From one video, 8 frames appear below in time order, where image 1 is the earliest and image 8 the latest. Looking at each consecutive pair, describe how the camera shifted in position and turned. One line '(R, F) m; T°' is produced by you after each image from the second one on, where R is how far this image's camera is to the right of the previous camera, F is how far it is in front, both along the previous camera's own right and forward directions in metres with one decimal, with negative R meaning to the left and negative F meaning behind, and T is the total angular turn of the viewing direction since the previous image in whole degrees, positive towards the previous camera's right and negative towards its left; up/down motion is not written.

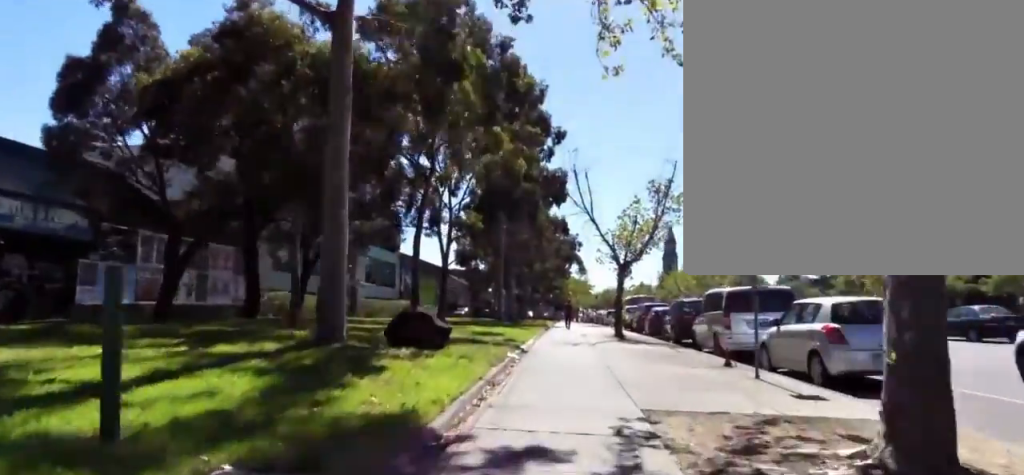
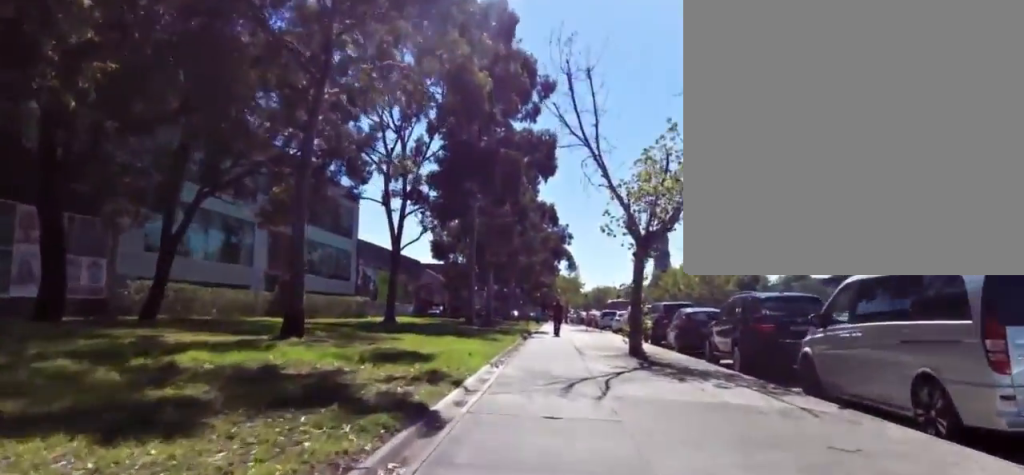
(+0.1, +9.4) m; +6°
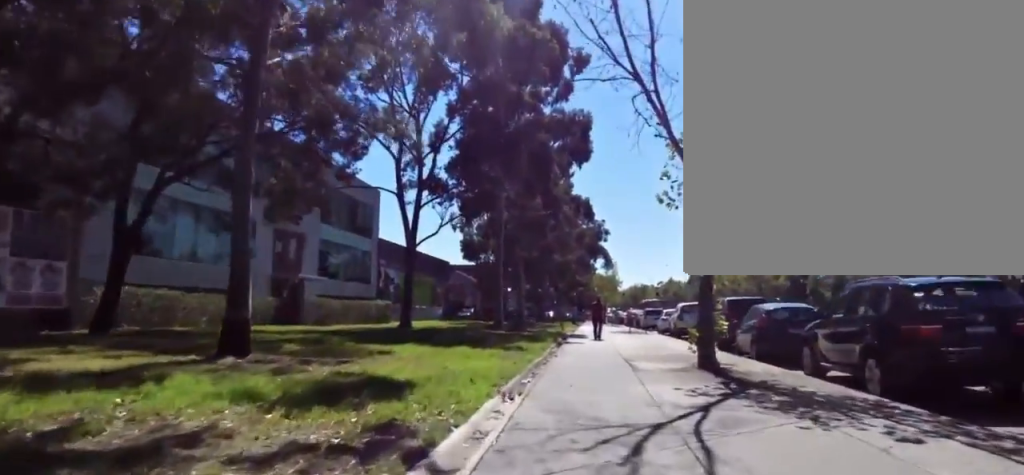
(+0.1, +4.0) m; +3°
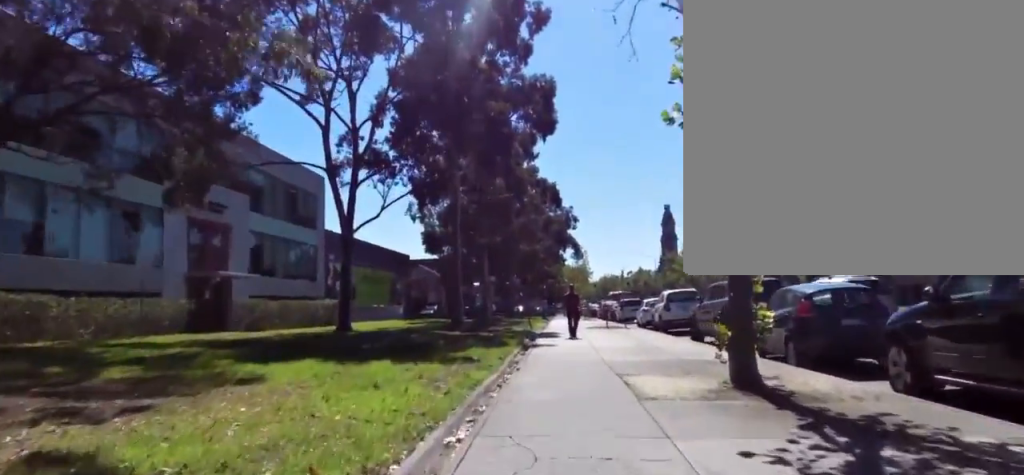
(+0.5, +4.3) m; 0°
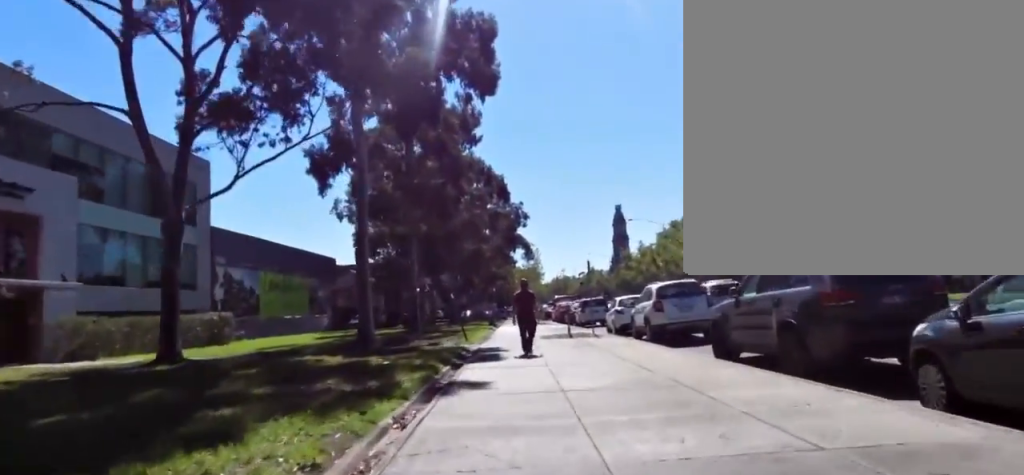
(-0.4, +7.4) m; +2°
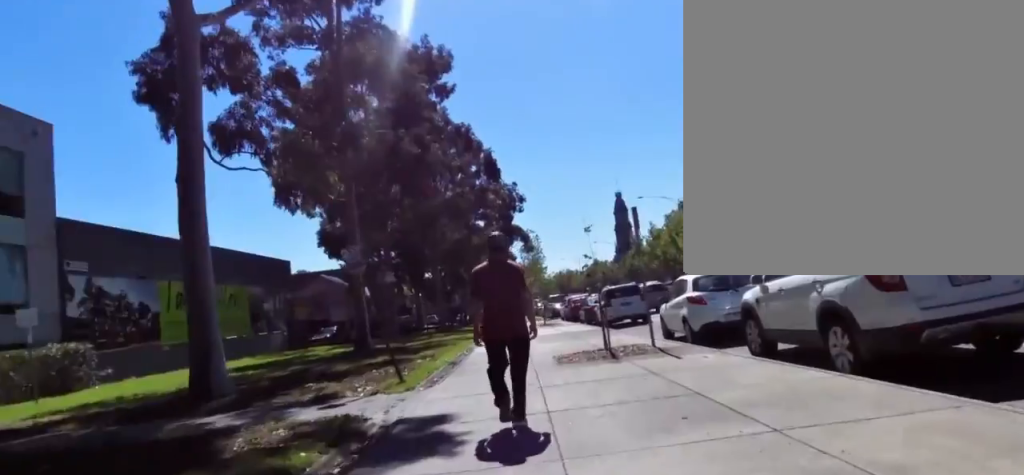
(+1.4, +10.2) m; +7°
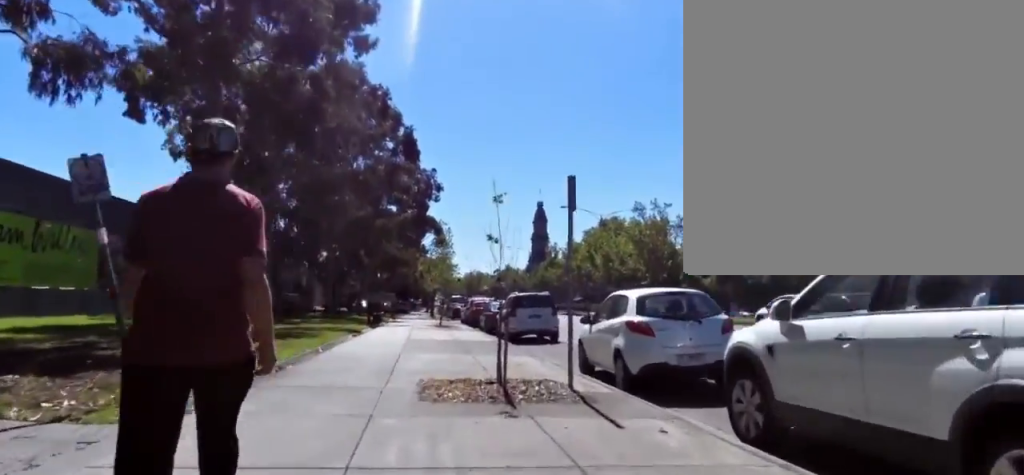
(+0.2, +4.1) m; -7°
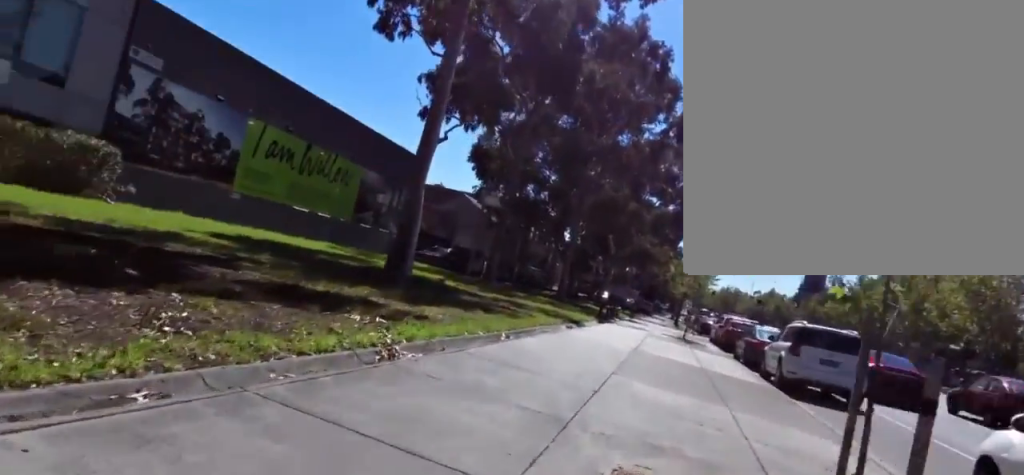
(-0.8, +4.9) m; -9°
